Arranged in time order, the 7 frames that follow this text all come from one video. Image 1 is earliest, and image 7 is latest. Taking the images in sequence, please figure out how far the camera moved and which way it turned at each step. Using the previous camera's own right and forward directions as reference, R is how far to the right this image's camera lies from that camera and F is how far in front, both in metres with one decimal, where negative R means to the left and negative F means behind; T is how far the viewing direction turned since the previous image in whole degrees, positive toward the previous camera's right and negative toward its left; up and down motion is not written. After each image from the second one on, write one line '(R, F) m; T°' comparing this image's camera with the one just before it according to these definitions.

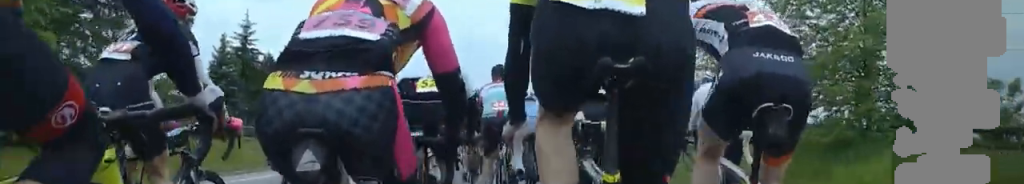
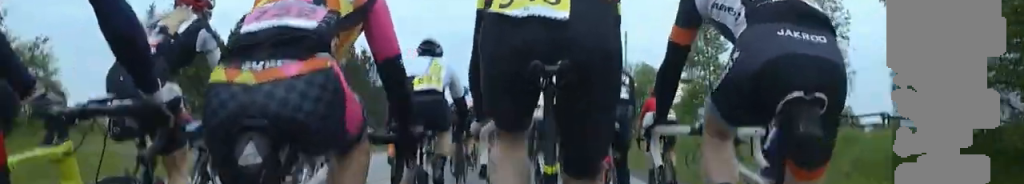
(+0.3, +11.0) m; +1°
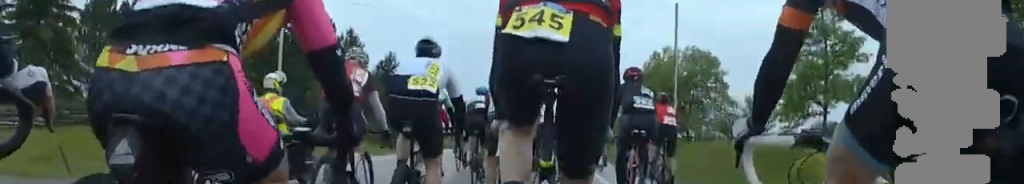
(-0.2, +17.7) m; -2°
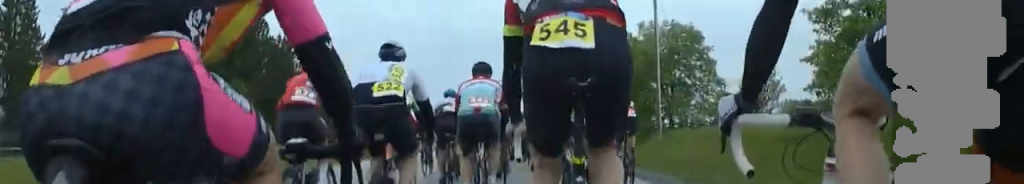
(-0.1, +8.0) m; 0°
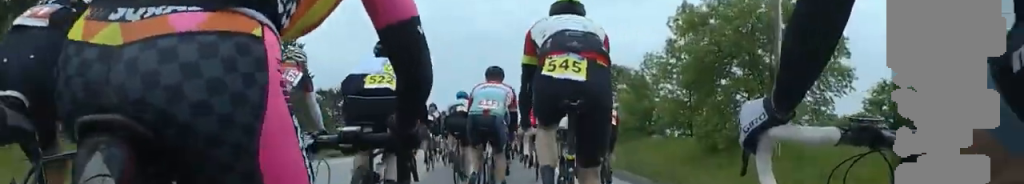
(+0.2, +20.7) m; 0°
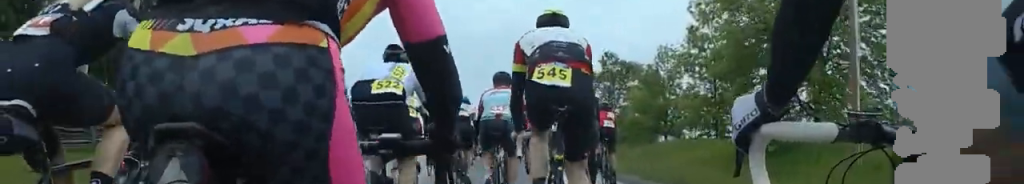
(-0.1, +6.4) m; 0°
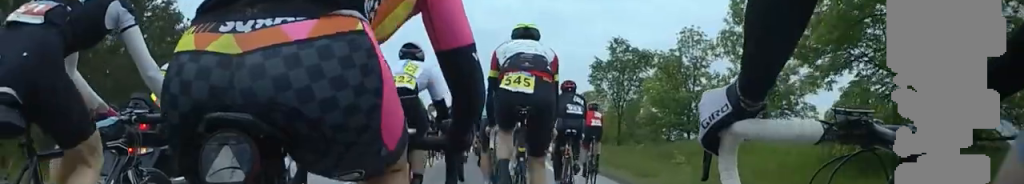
(+0.2, +10.2) m; +1°
